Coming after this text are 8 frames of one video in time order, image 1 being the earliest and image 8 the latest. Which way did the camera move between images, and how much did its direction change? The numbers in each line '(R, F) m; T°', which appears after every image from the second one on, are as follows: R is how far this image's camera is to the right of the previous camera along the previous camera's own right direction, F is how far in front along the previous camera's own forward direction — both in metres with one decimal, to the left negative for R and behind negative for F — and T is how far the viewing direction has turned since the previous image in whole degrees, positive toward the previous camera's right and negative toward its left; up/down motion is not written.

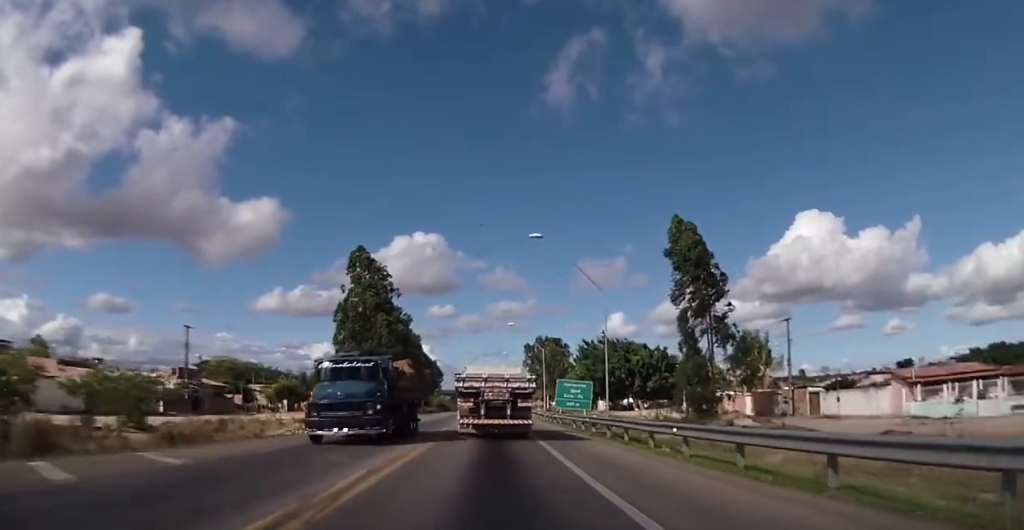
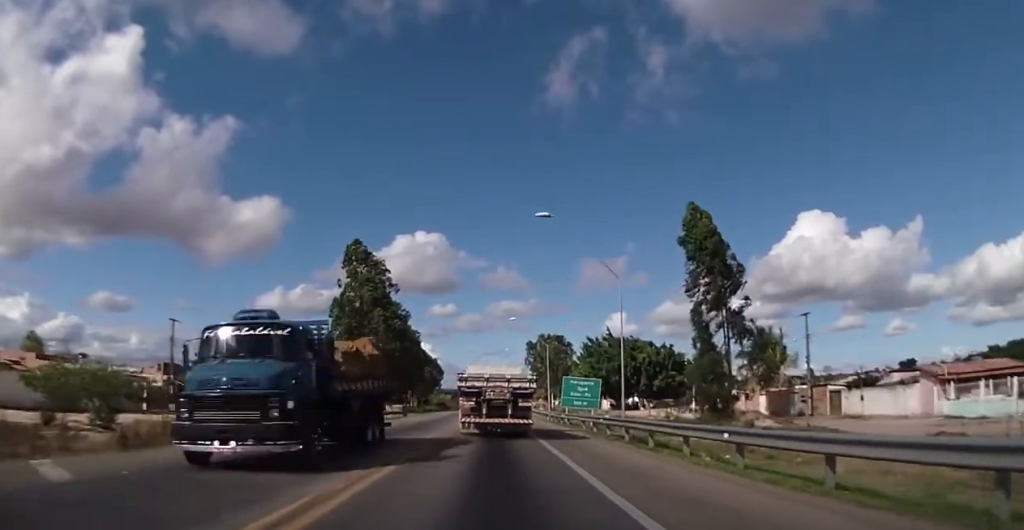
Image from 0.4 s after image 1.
(+0.1, +3.5) m; 0°
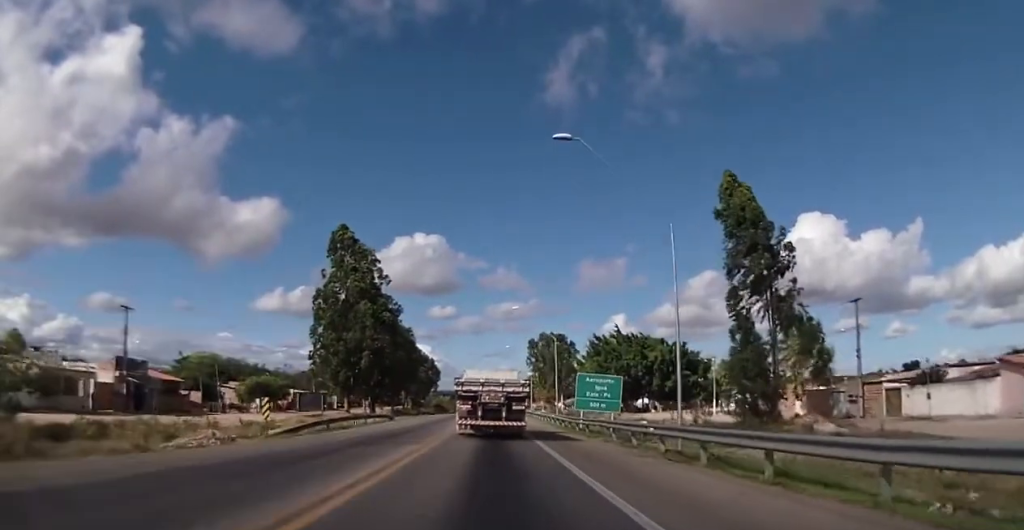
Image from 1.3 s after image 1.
(+0.1, +8.5) m; 0°
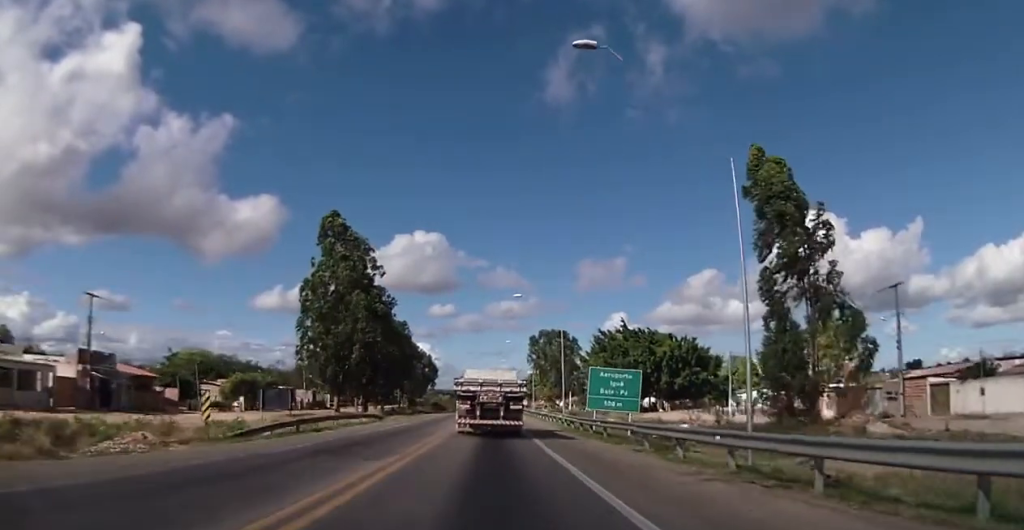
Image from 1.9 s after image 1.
(0.0, +5.5) m; 0°
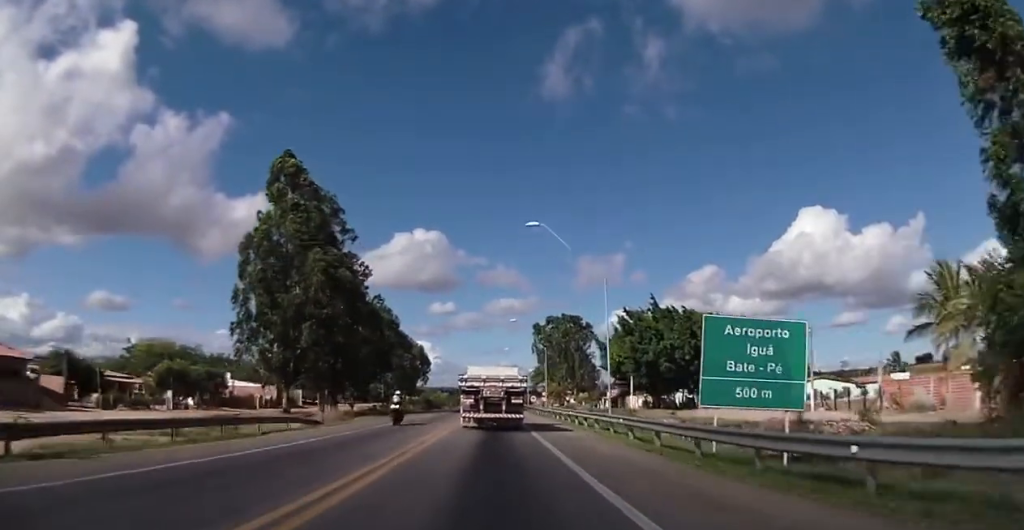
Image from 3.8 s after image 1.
(0.0, +20.0) m; +1°
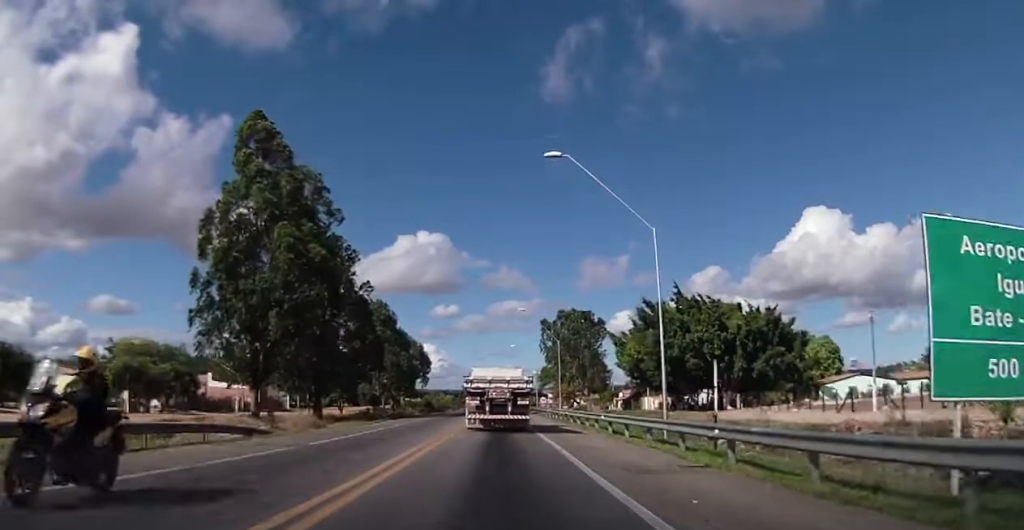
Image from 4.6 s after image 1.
(+0.1, +9.5) m; 0°
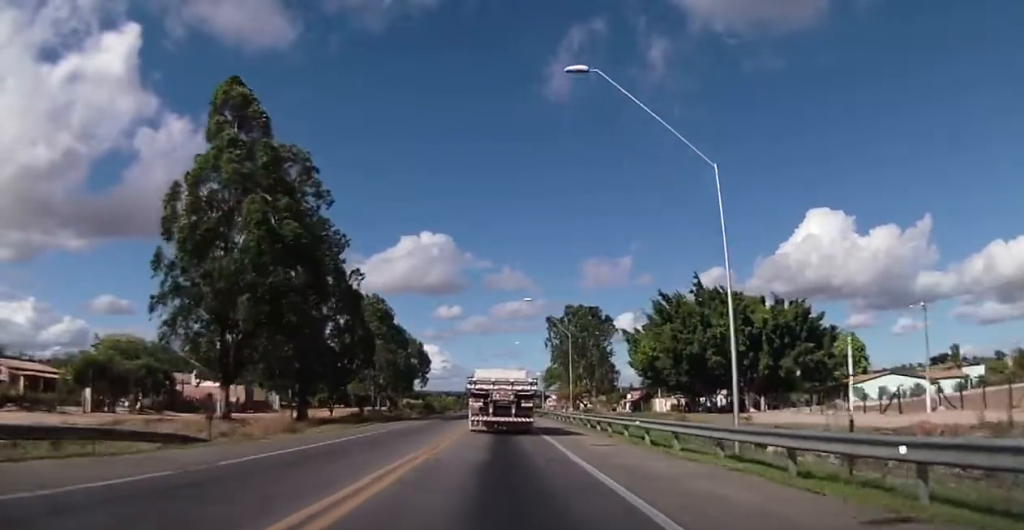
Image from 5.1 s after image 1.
(0.0, +6.6) m; 0°
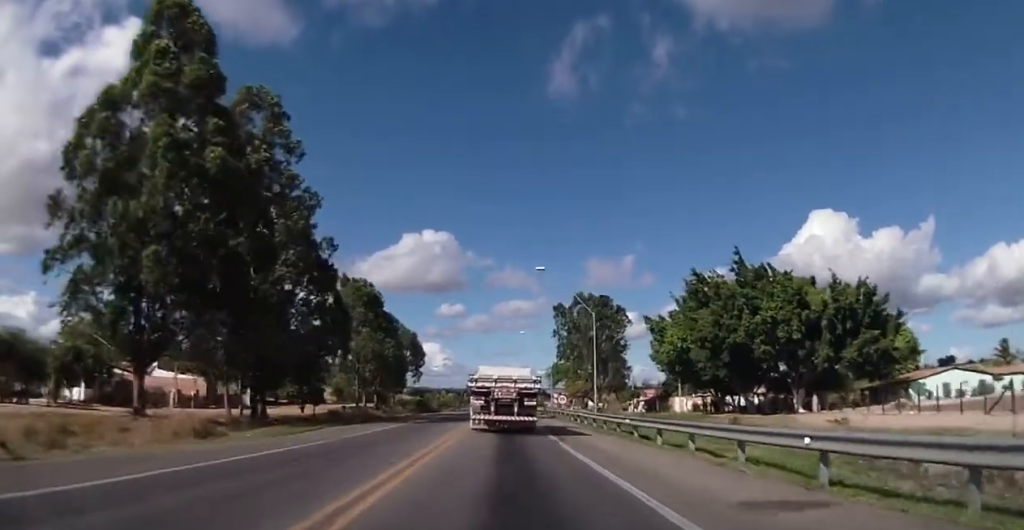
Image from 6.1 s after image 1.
(-0.2, +12.7) m; -1°
